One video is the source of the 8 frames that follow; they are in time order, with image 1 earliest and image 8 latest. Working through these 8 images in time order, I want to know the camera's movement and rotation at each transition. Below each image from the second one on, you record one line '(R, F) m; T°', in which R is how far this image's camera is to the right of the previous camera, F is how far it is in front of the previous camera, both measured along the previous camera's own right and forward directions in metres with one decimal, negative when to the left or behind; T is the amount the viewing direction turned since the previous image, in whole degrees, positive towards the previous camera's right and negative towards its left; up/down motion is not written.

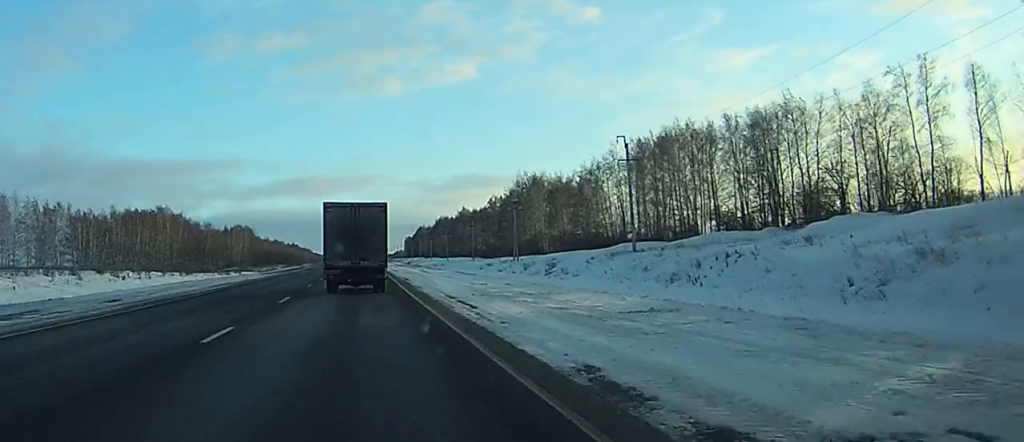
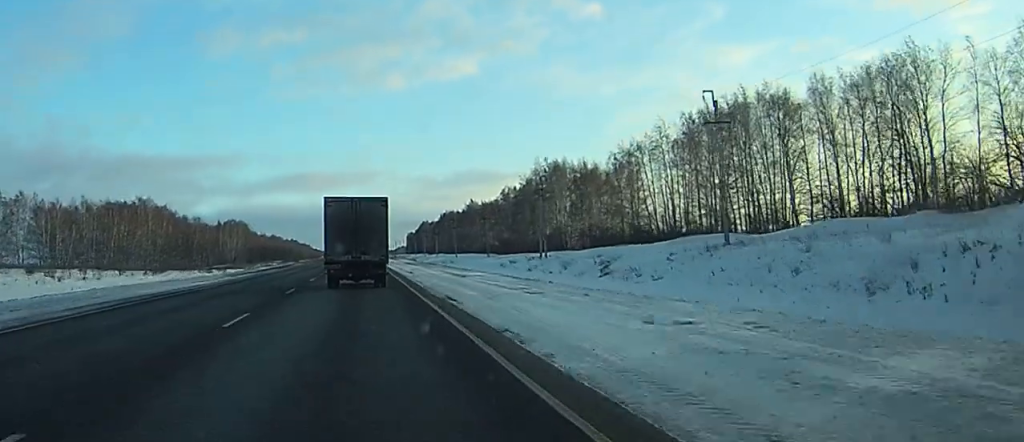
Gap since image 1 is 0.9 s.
(-0.2, +21.8) m; -1°
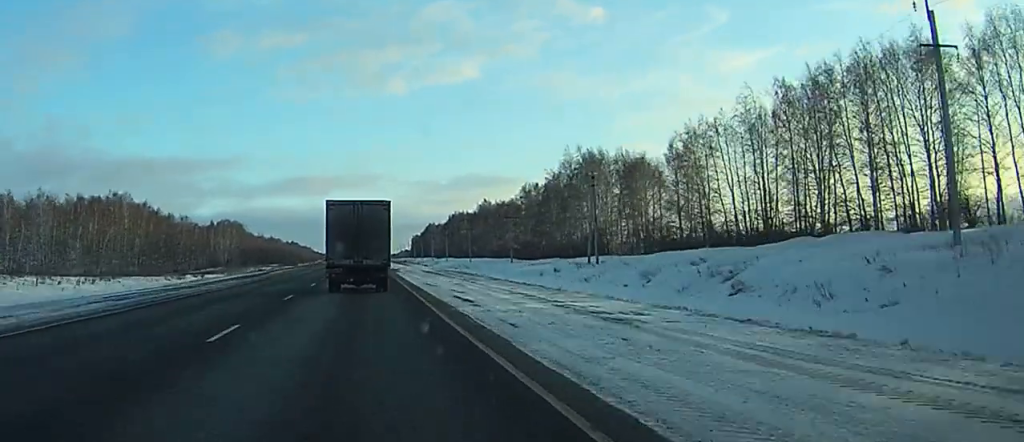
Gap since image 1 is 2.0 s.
(-0.2, +25.9) m; -1°
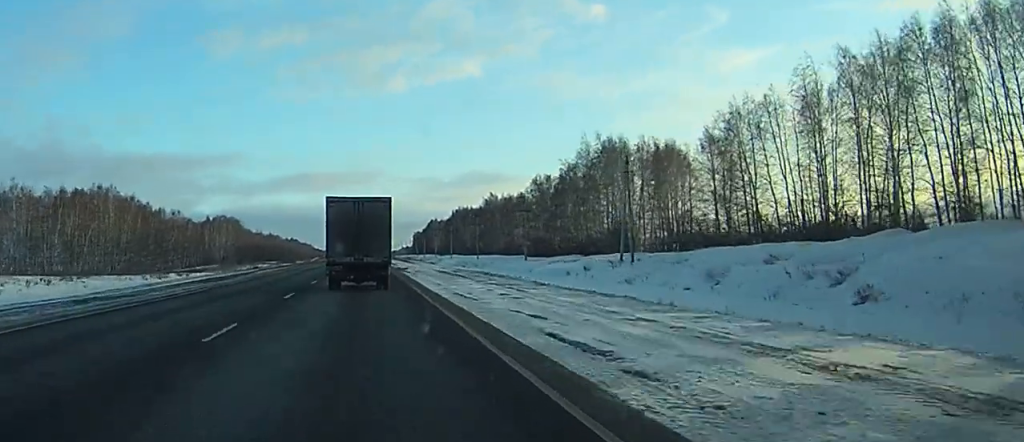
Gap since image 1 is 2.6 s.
(0.0, +12.6) m; 0°
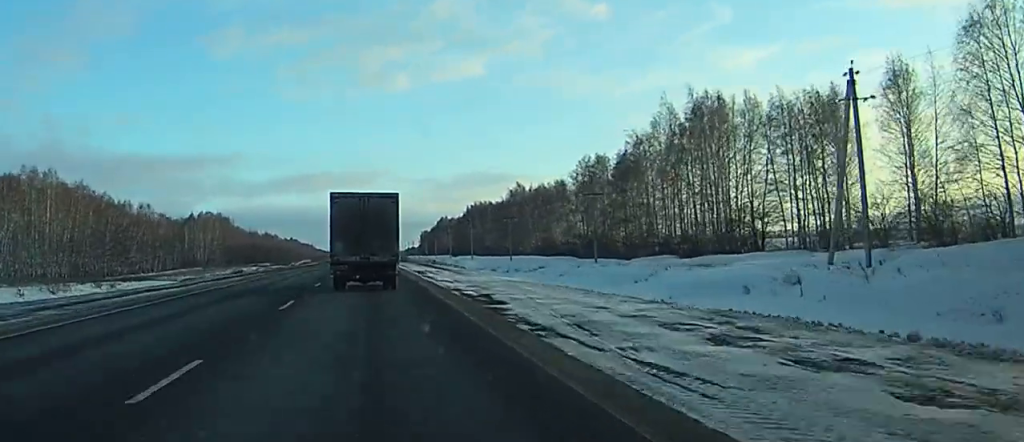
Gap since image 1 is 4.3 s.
(+0.1, +40.4) m; 0°
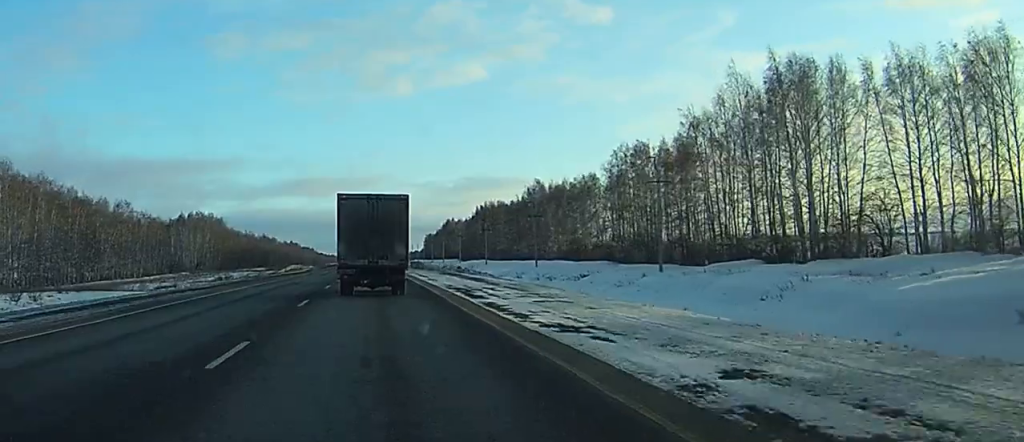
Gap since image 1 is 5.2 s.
(0.0, +21.6) m; 0°
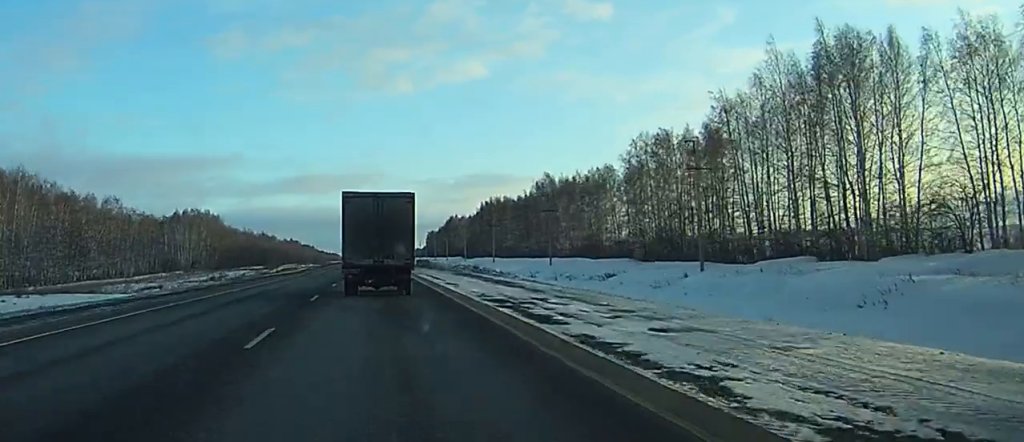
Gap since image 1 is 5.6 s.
(0.0, +9.6) m; 0°
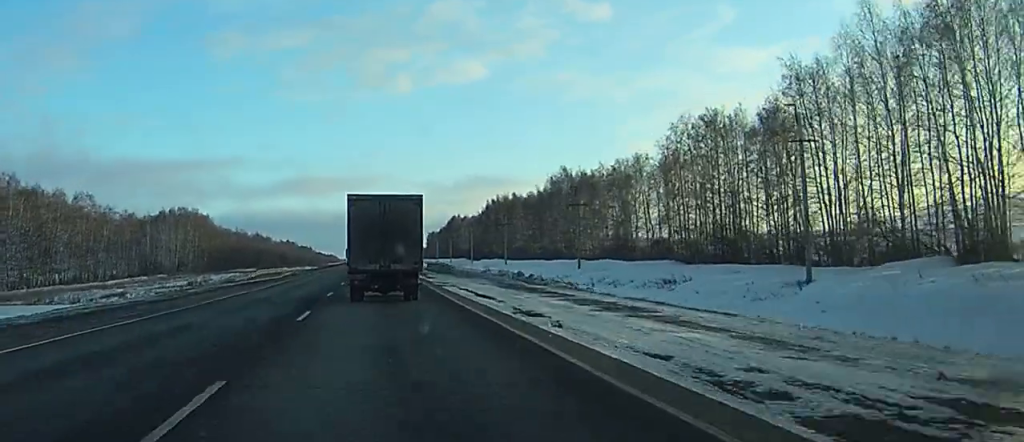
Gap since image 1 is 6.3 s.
(0.0, +17.7) m; 0°
